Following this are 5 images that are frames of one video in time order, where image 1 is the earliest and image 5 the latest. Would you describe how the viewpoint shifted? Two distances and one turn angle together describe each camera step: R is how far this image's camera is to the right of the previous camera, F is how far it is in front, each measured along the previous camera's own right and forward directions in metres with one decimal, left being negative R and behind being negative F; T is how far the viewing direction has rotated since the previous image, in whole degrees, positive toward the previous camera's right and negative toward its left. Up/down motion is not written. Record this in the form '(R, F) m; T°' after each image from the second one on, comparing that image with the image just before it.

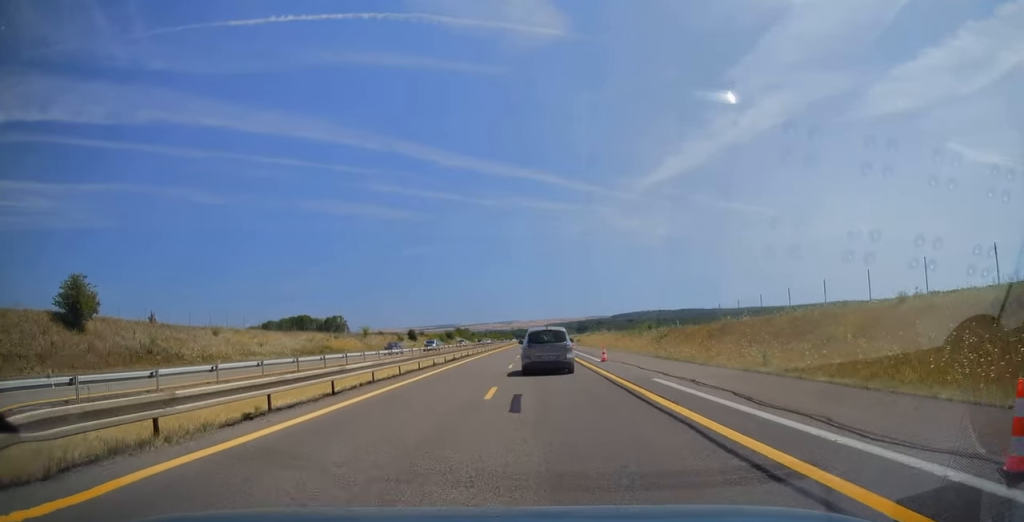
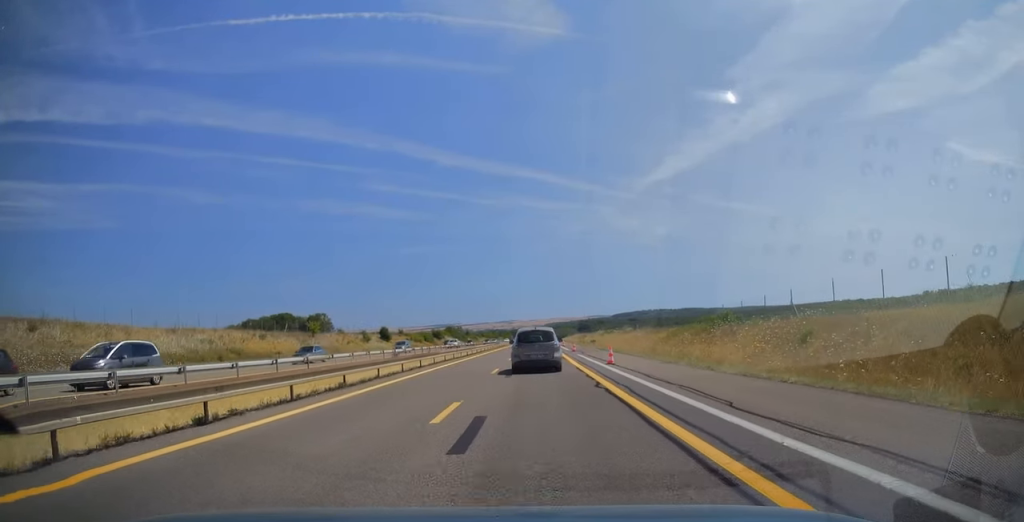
(0.0, +29.5) m; 0°
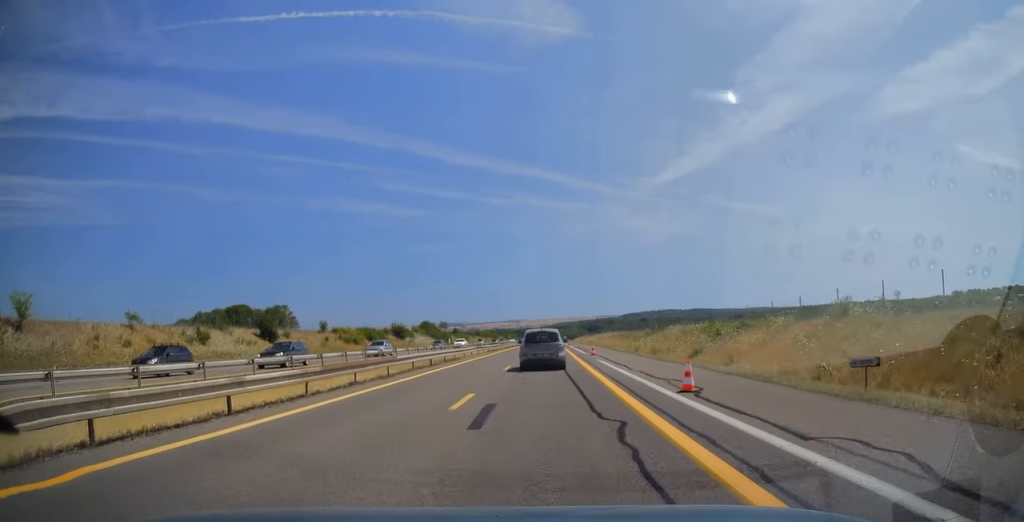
(-0.2, +62.8) m; -1°
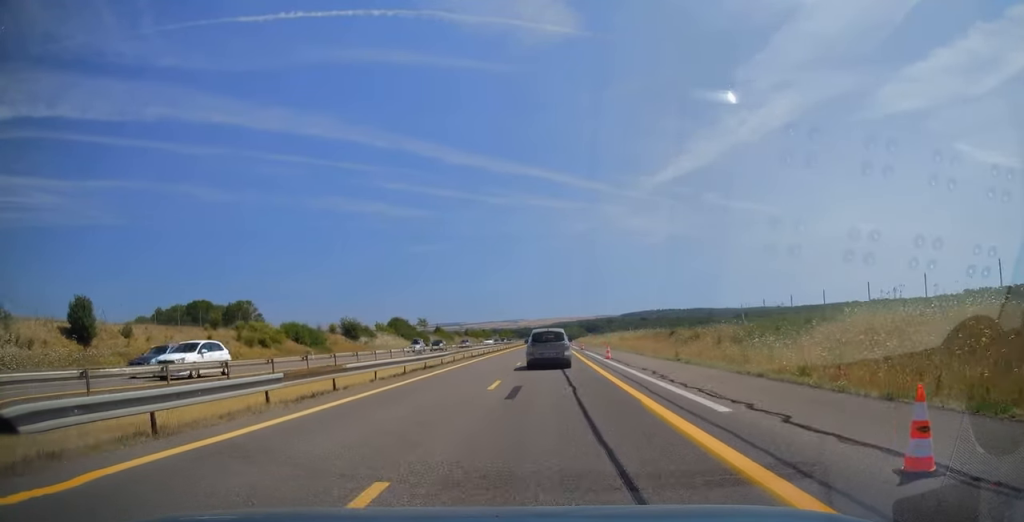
(-0.1, +34.6) m; +1°
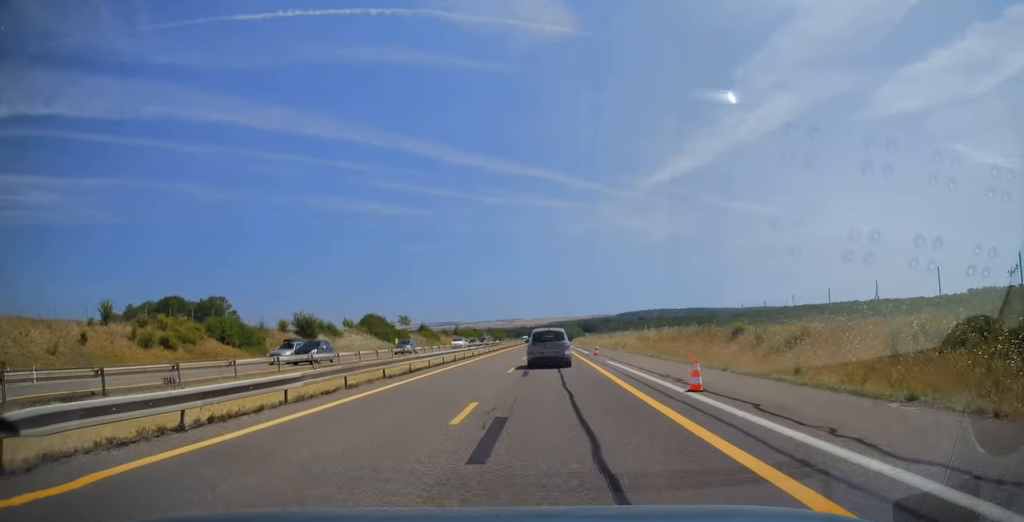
(+0.2, +19.2) m; +1°
